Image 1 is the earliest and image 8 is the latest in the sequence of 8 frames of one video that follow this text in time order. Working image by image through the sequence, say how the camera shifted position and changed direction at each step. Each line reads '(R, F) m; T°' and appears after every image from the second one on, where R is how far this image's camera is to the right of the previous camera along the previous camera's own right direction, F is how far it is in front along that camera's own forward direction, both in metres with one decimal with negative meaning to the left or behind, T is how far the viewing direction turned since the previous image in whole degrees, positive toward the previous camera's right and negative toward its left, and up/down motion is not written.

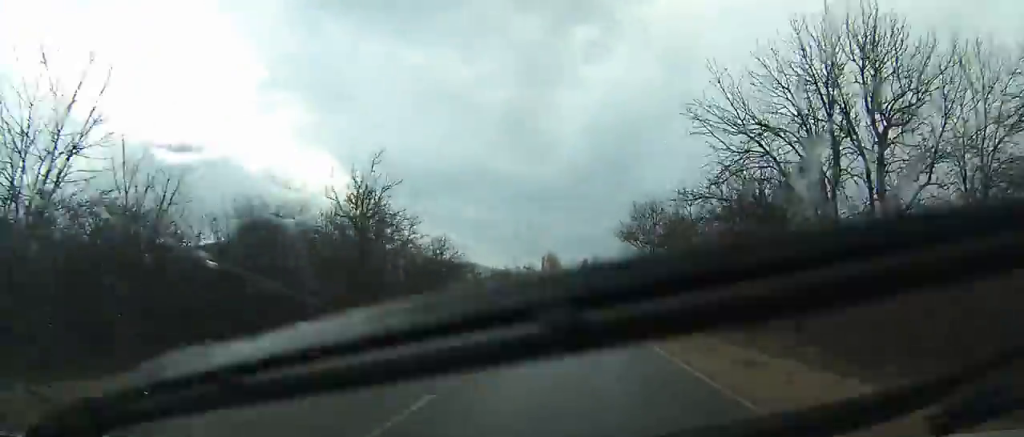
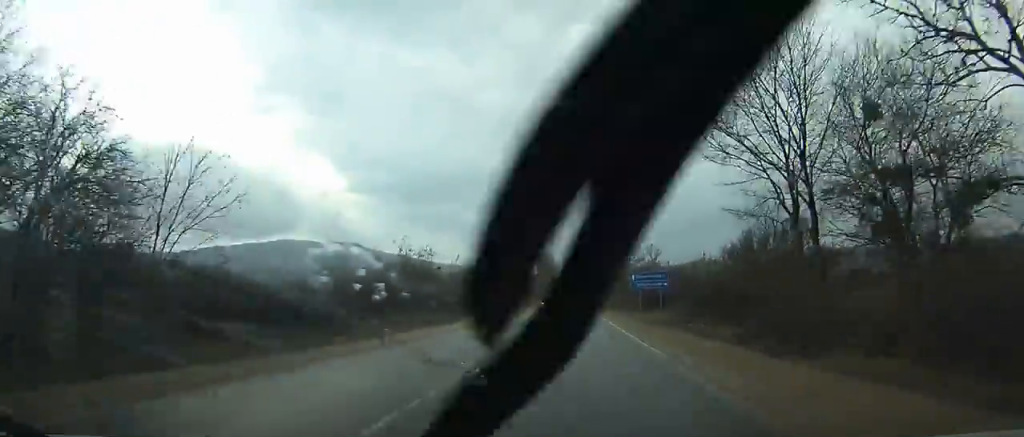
(+0.1, +35.0) m; 0°
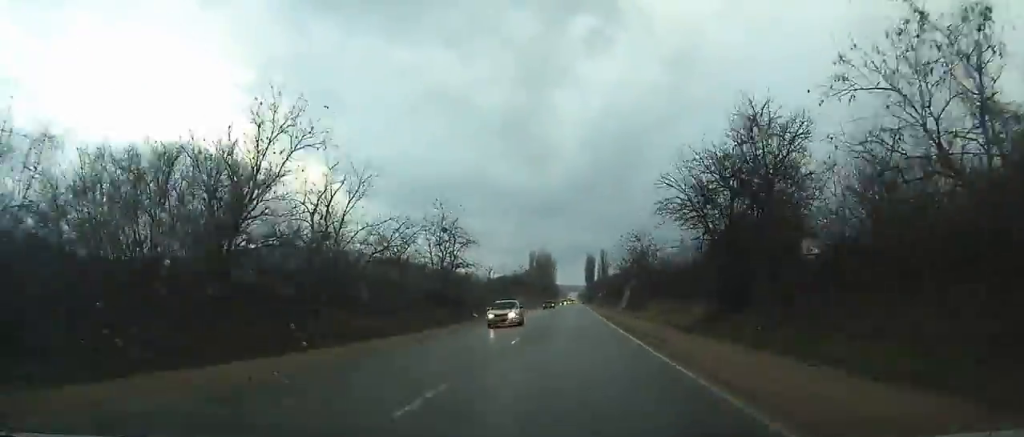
(+0.3, +81.4) m; +1°
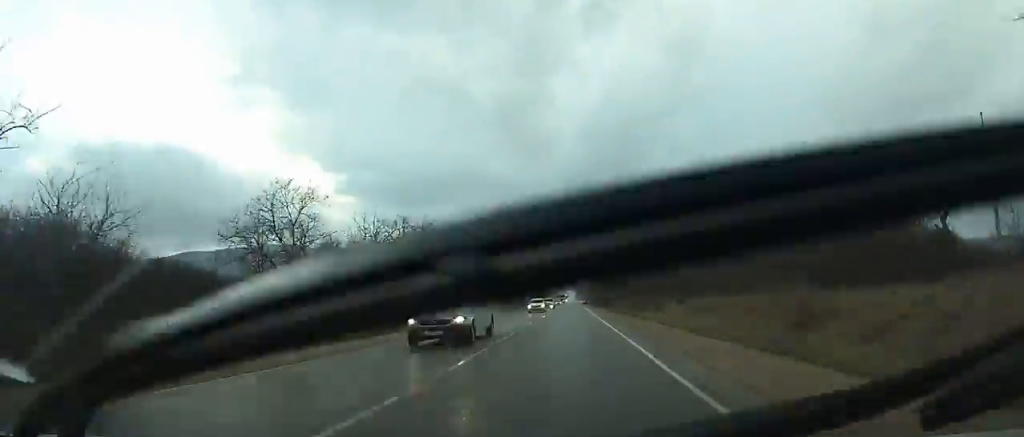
(+0.4, +130.5) m; 0°
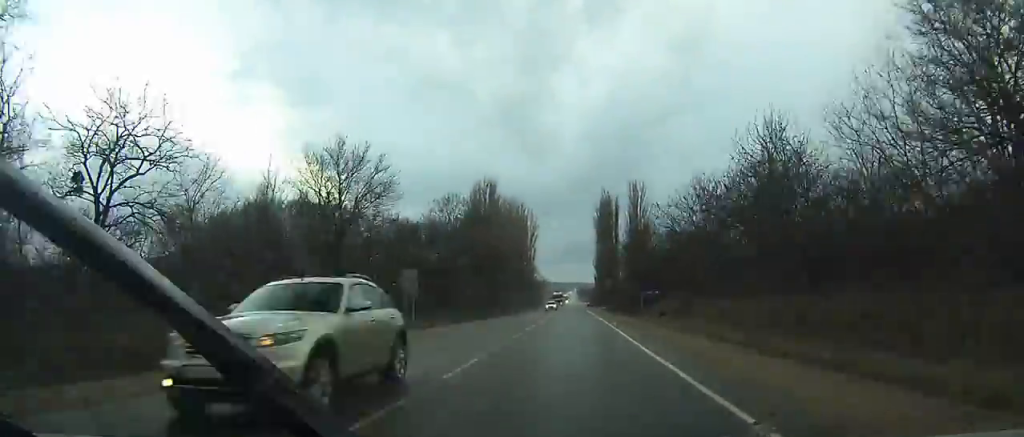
(-0.1, +37.4) m; 0°
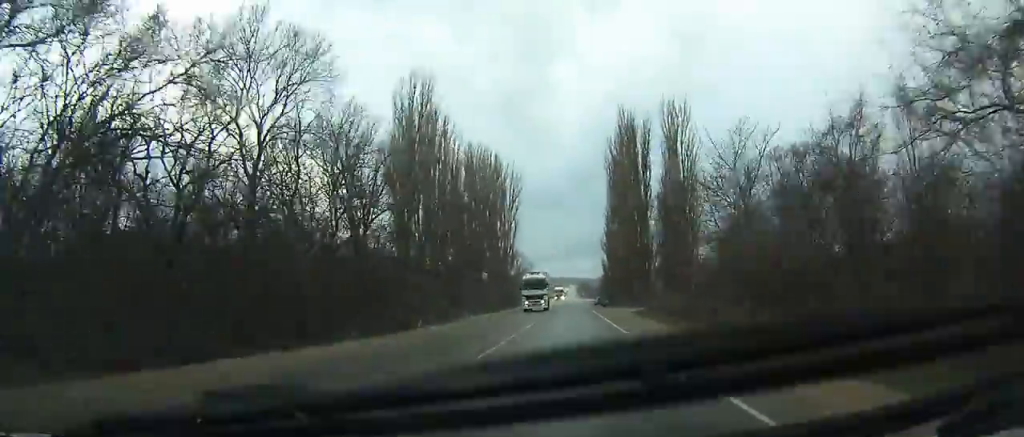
(-0.2, +52.2) m; 0°
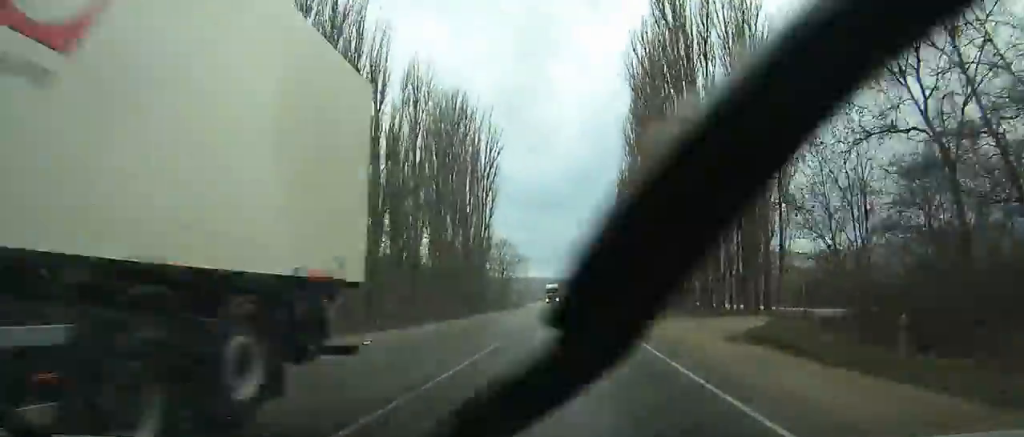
(0.0, +33.8) m; 0°
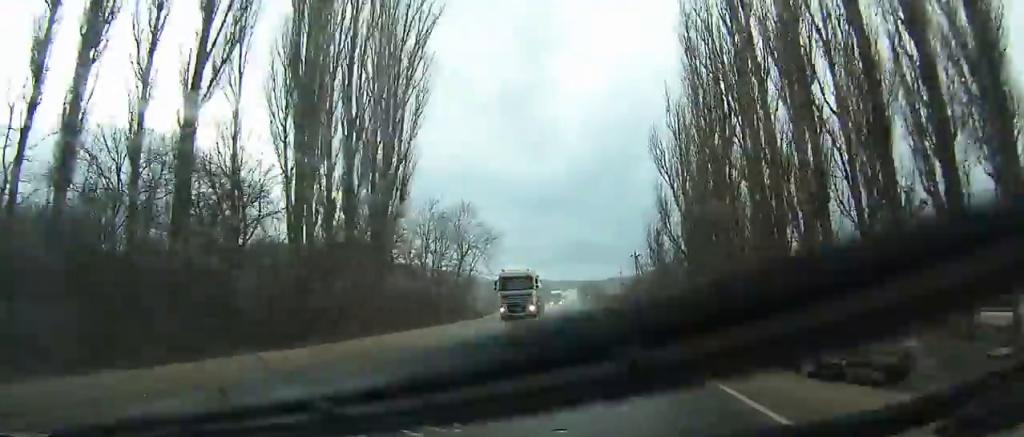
(0.0, +43.9) m; 0°
